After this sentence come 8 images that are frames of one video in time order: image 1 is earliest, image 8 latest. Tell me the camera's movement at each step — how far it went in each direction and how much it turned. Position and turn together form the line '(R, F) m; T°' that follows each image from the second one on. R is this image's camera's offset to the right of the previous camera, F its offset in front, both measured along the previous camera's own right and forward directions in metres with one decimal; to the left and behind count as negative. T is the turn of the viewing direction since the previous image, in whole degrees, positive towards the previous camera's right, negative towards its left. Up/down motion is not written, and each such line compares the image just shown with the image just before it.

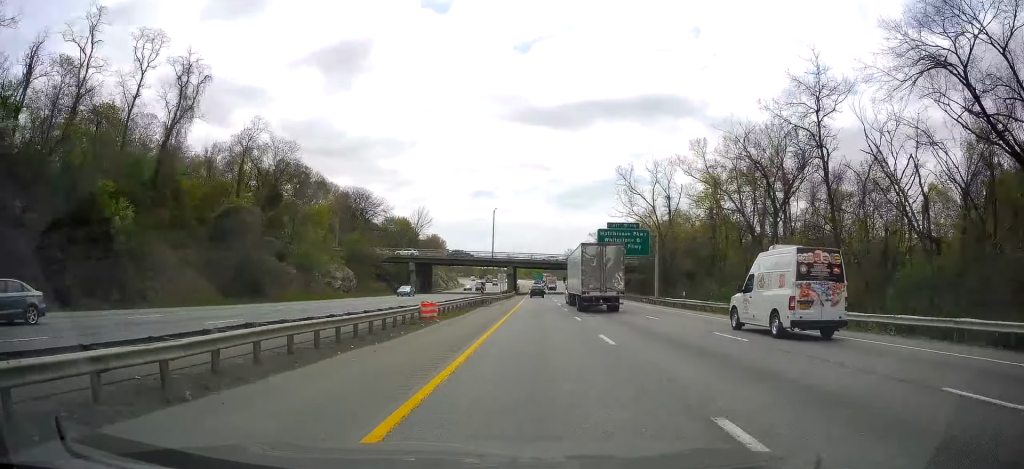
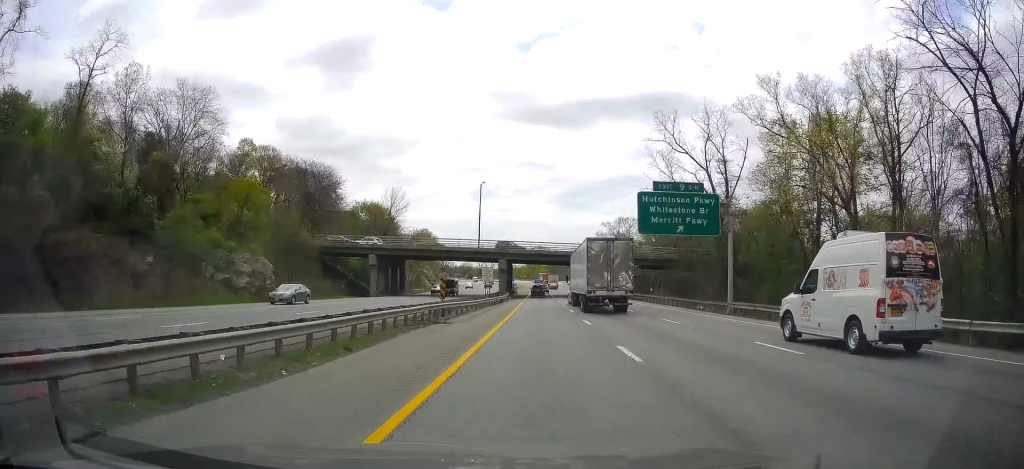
(0.0, +27.8) m; 0°
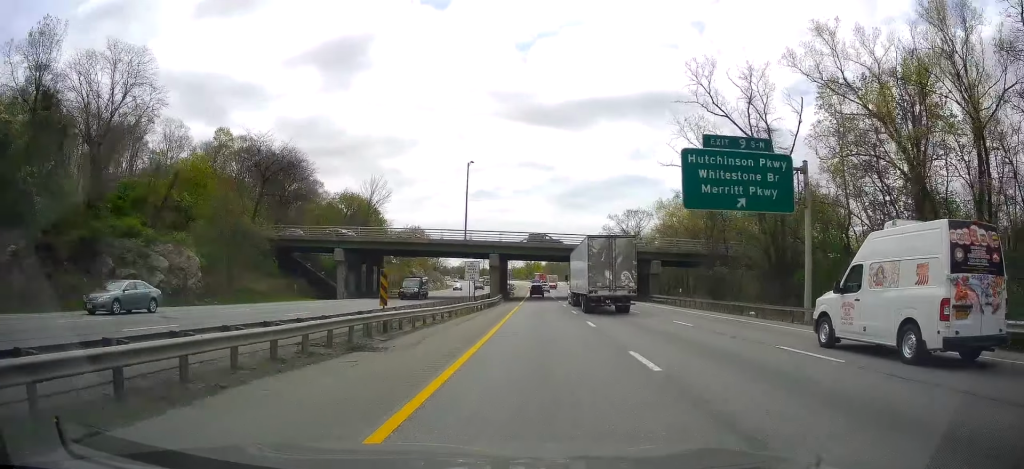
(+0.2, +13.9) m; 0°
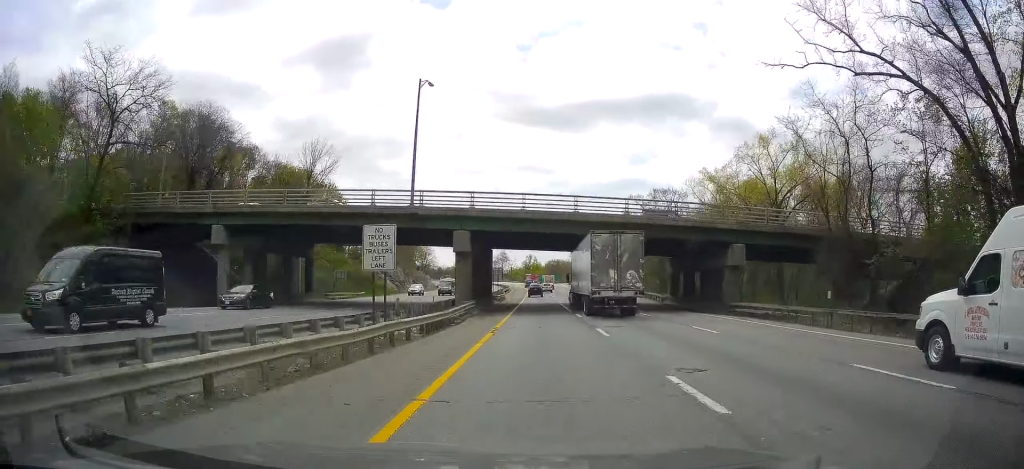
(-0.3, +27.7) m; +1°
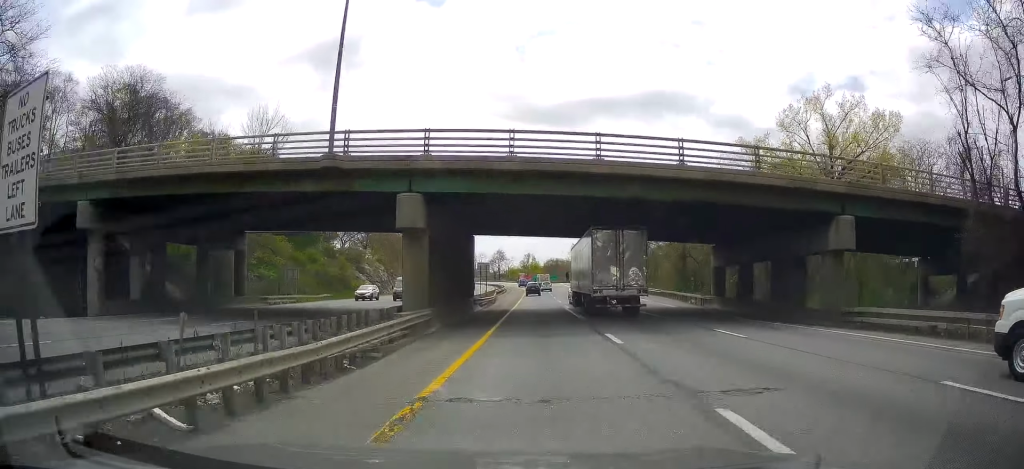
(+0.2, +14.9) m; 0°
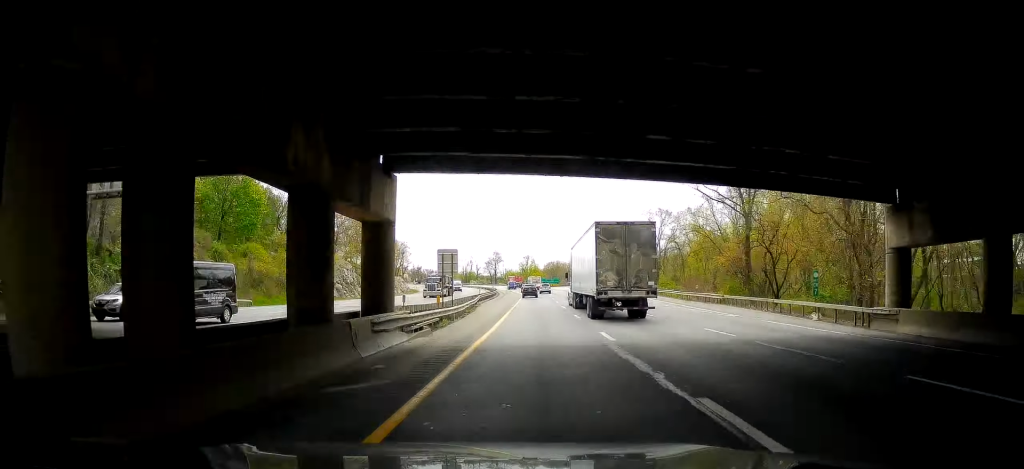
(+0.5, +23.4) m; 0°
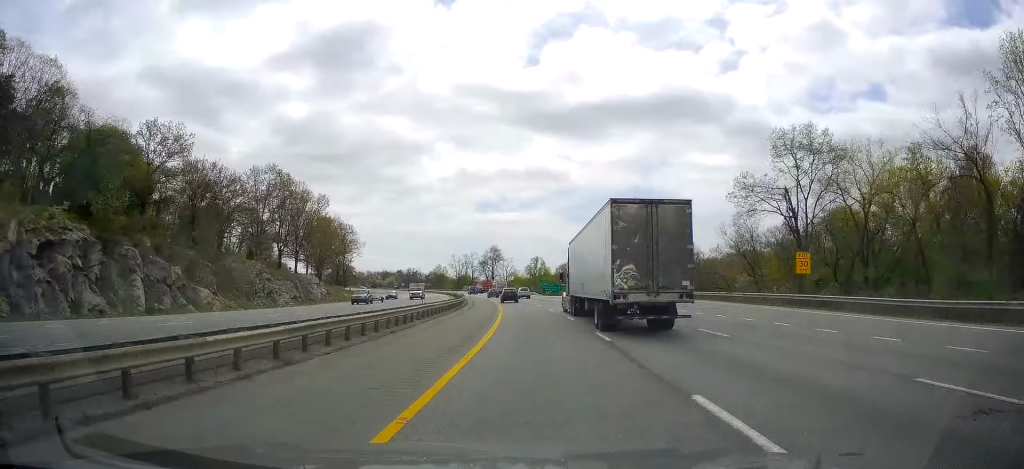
(-0.1, +73.1) m; 0°
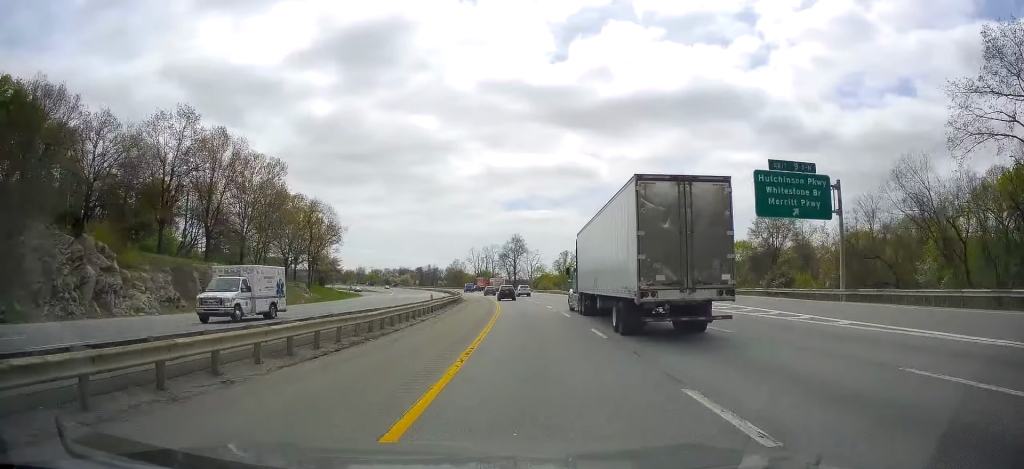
(-0.7, +36.3) m; -1°
